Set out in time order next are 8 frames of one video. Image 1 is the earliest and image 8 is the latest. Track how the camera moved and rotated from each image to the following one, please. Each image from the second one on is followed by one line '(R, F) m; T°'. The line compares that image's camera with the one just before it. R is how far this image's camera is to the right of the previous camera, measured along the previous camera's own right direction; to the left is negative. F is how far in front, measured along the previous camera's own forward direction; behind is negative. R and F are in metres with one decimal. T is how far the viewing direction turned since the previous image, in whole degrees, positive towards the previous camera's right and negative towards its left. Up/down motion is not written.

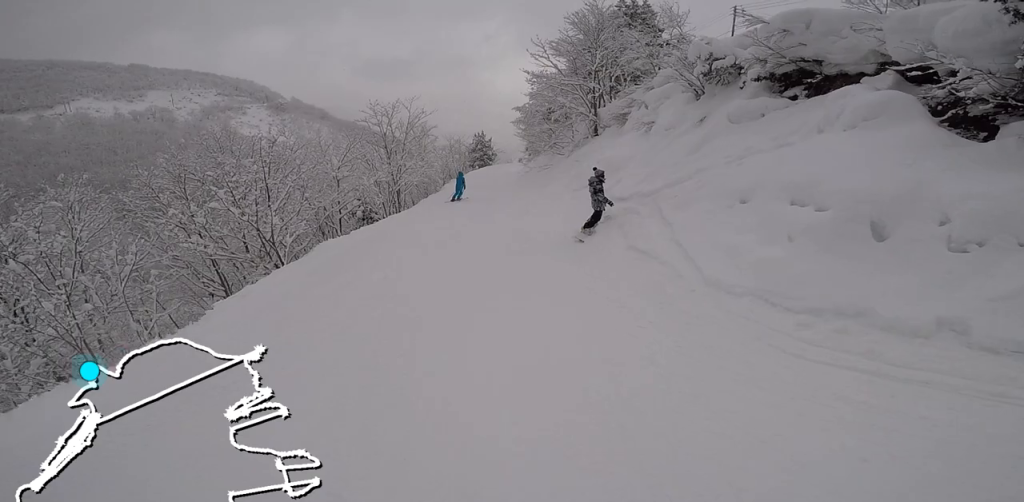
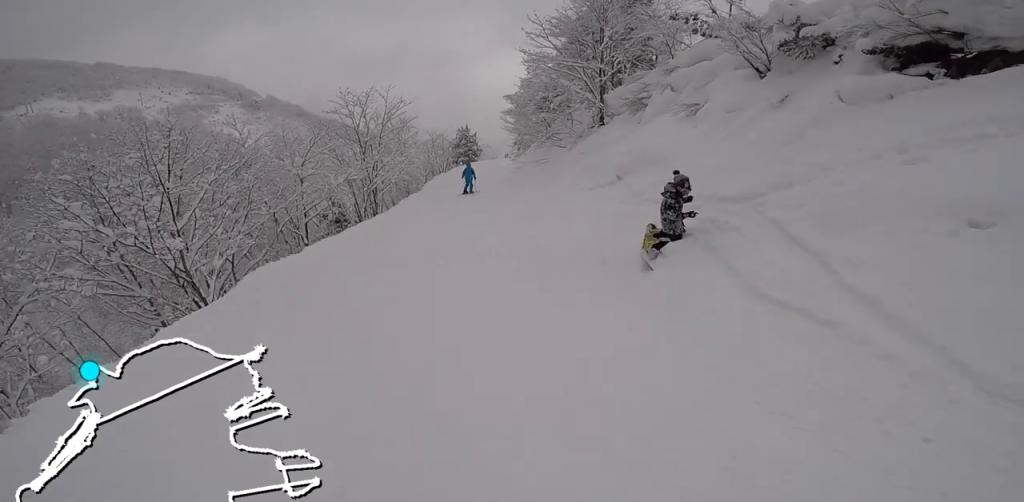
(-0.4, +3.1) m; +2°
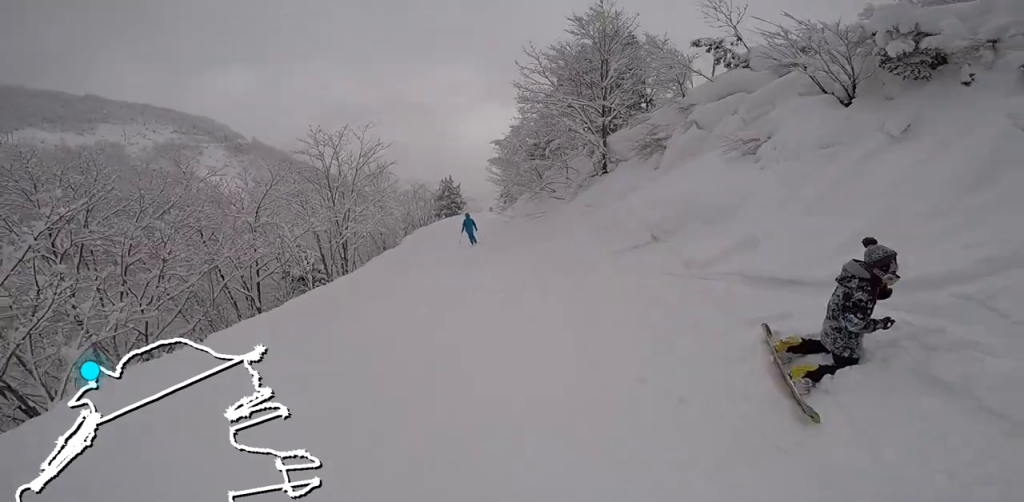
(0.0, +2.9) m; +4°
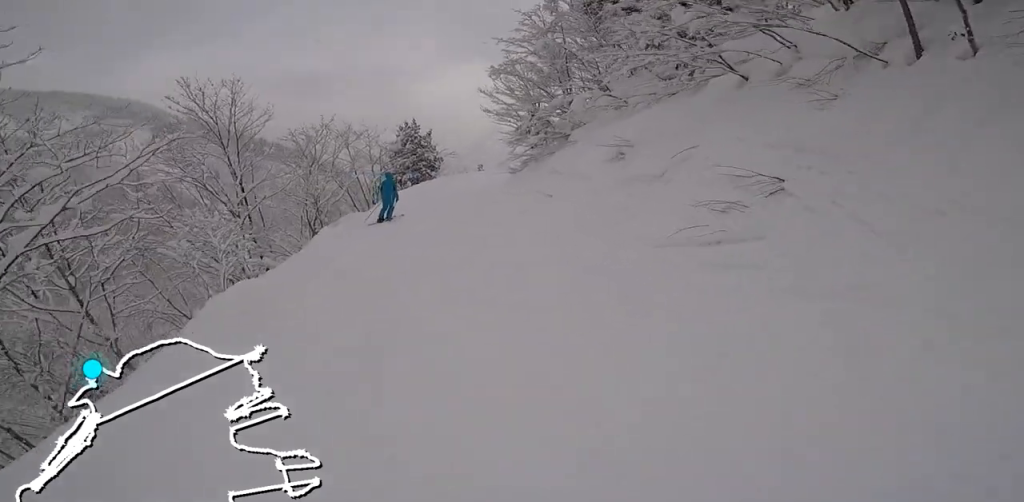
(+1.1, +19.8) m; -4°
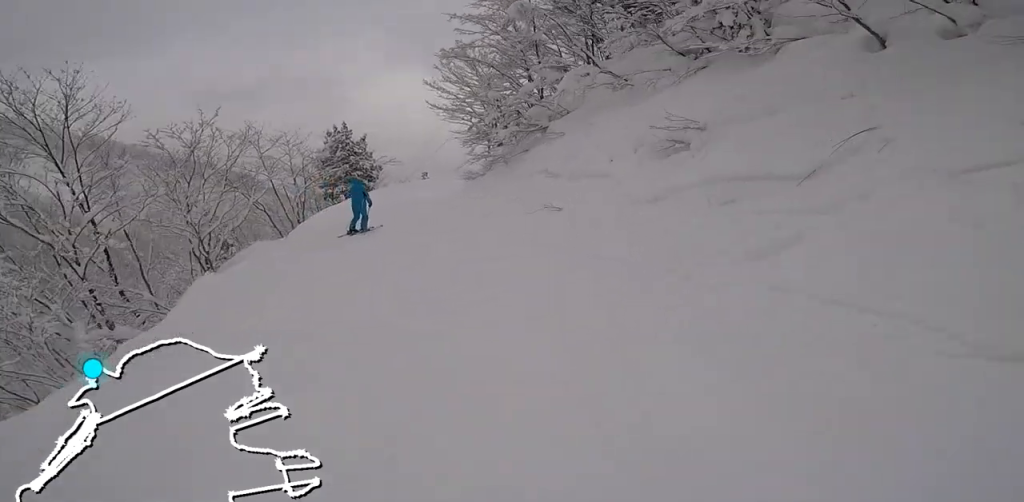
(+0.4, +3.6) m; +5°
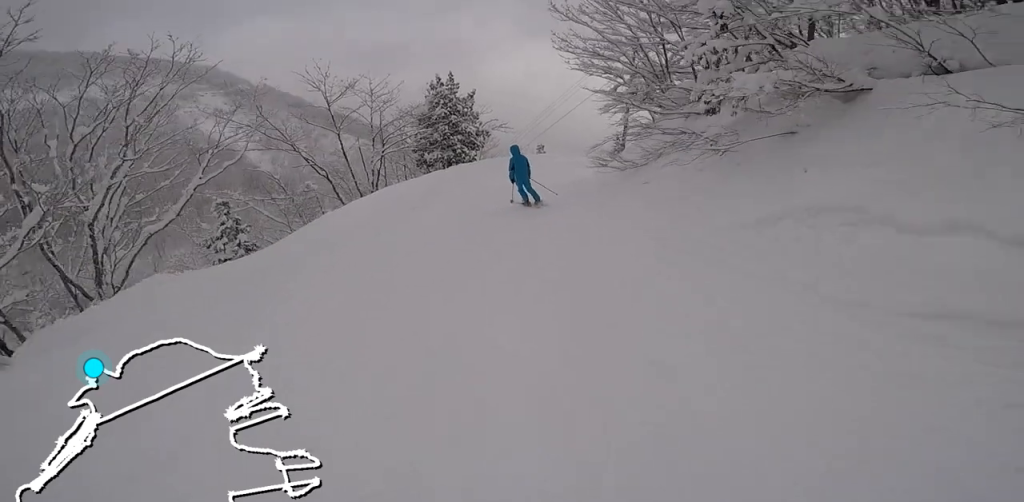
(+0.5, +7.8) m; +5°
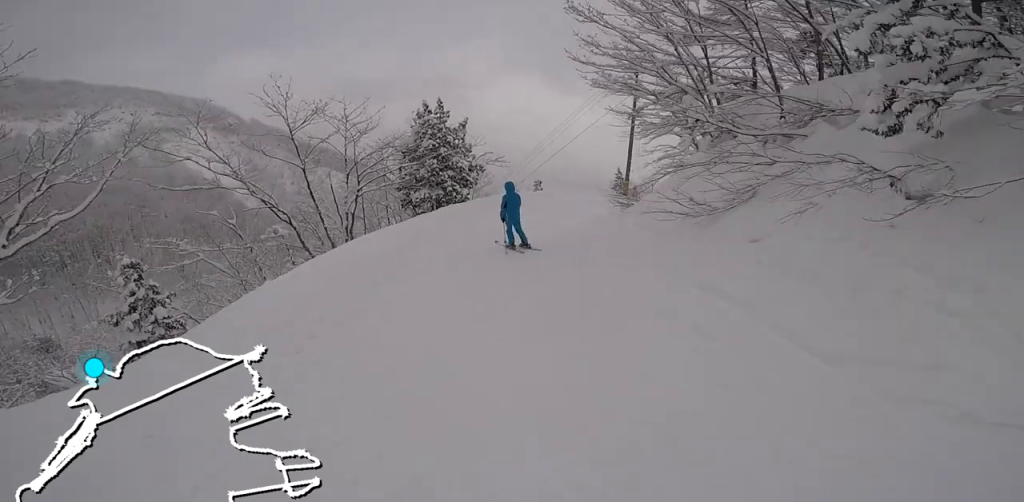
(0.0, +3.1) m; 0°
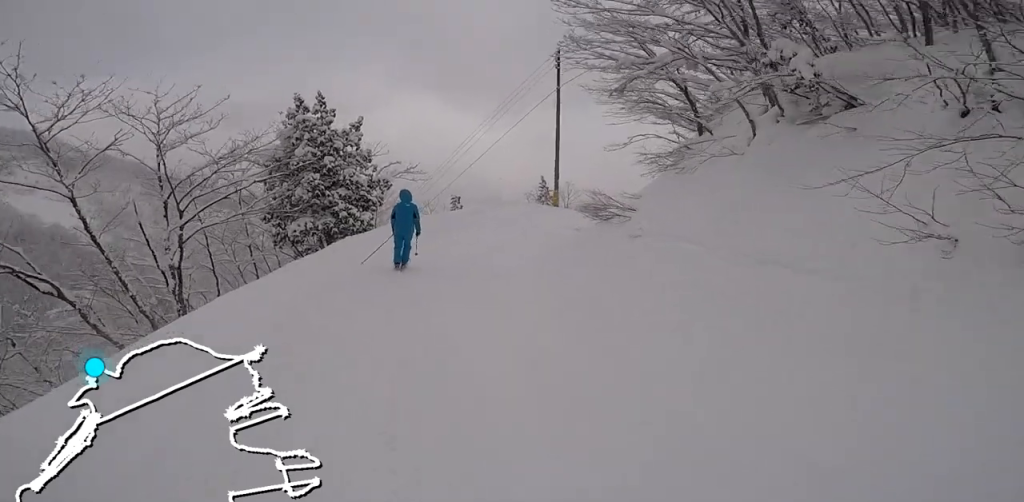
(0.0, +4.9) m; +4°
